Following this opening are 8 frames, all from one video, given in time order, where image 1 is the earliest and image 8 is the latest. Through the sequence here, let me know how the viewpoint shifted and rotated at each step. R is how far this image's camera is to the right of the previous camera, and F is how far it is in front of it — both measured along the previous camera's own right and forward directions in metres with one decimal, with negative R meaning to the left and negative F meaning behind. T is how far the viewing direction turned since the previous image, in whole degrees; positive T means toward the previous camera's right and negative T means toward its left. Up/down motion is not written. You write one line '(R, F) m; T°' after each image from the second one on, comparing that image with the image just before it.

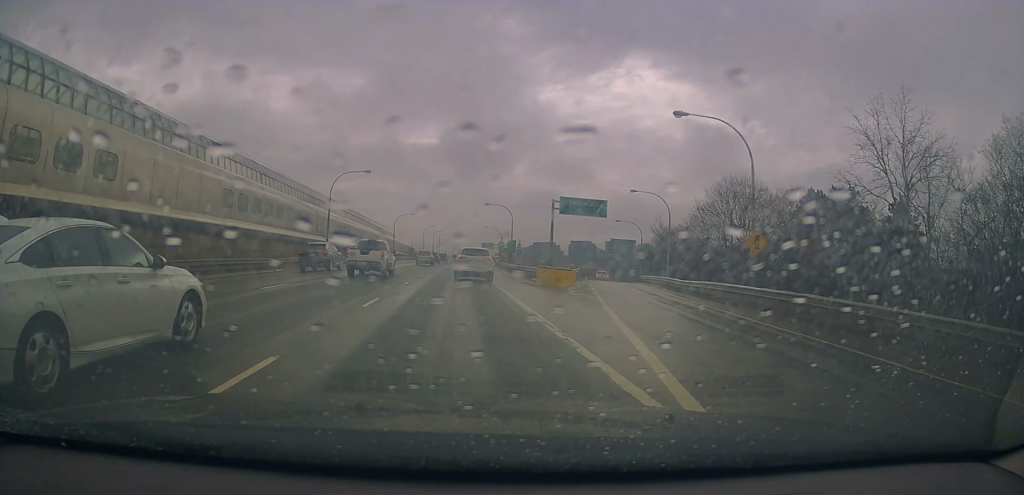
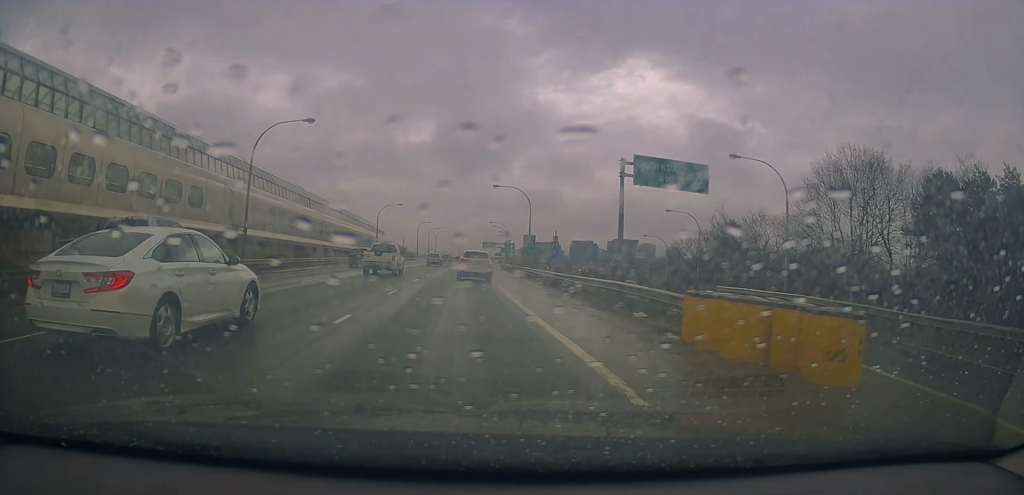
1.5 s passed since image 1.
(-0.4, +21.5) m; -1°
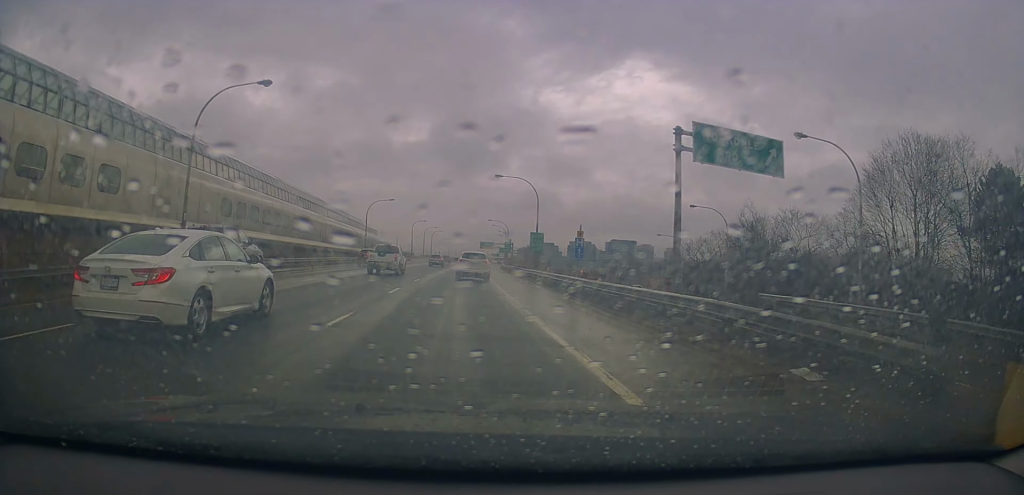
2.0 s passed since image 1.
(0.0, +7.4) m; 0°
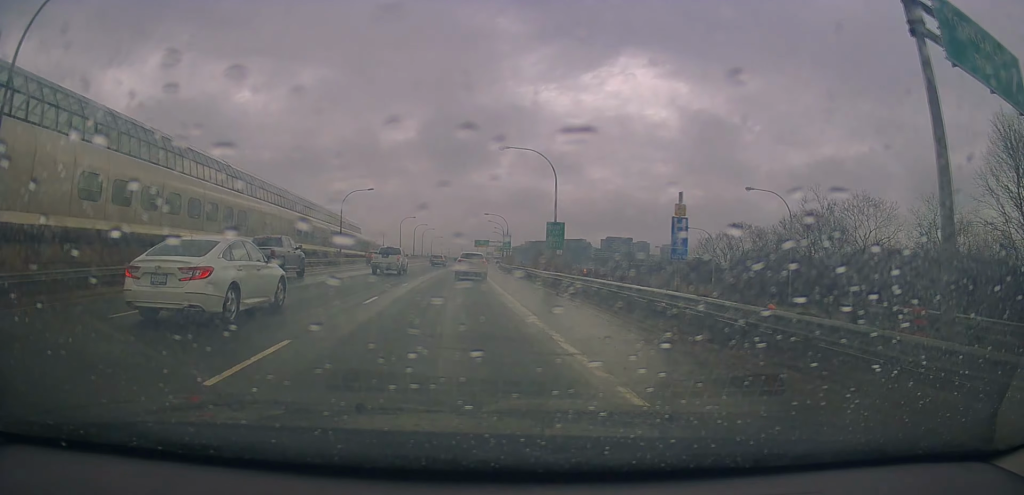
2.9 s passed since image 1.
(0.0, +12.4) m; +1°
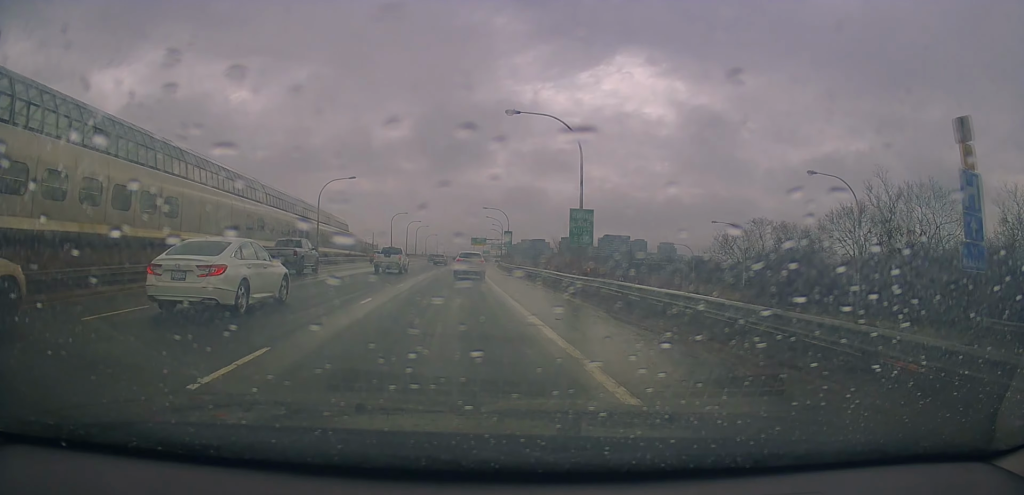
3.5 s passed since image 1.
(0.0, +9.1) m; +1°
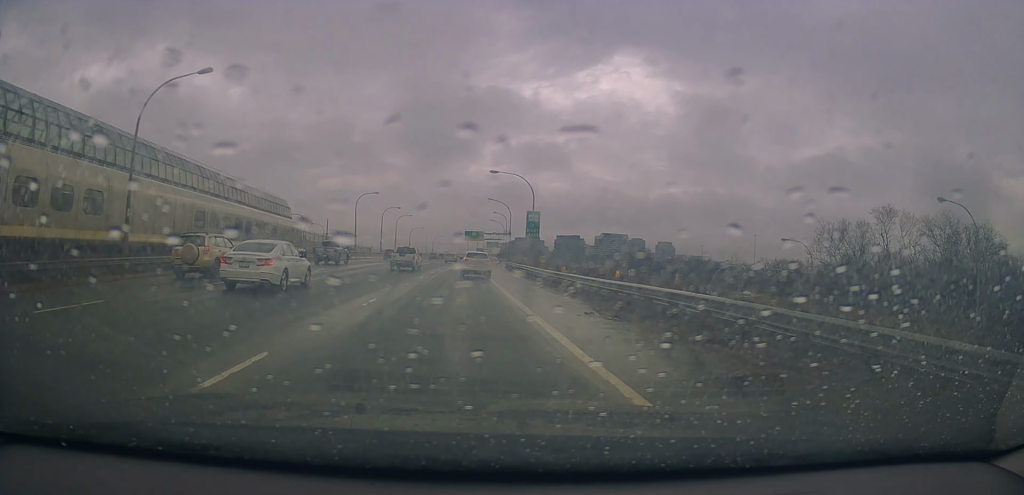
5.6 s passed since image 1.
(+0.3, +33.1) m; 0°
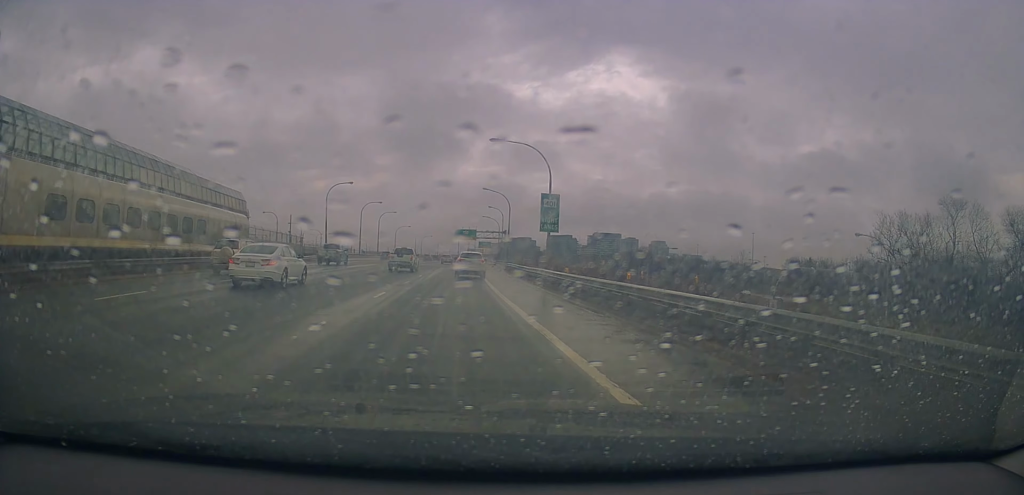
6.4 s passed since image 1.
(+0.1, +13.6) m; 0°
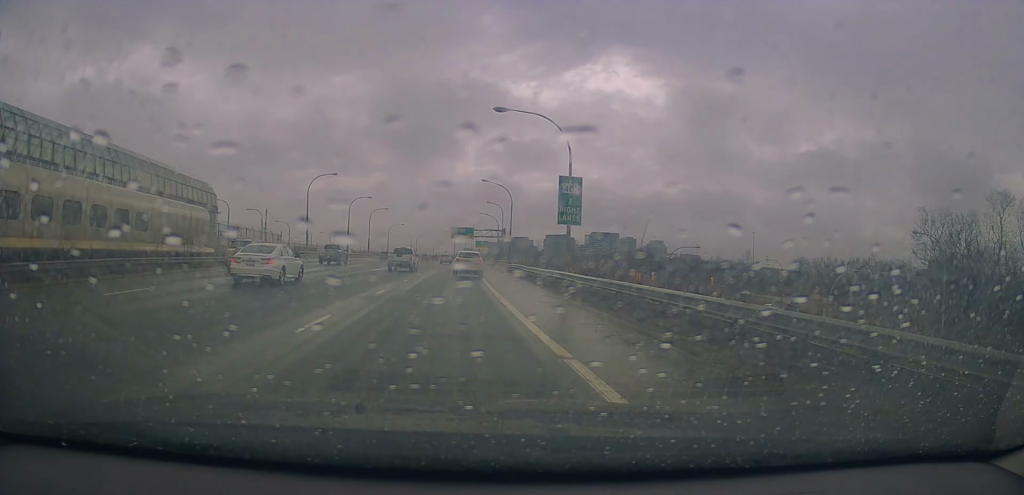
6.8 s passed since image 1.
(0.0, +7.4) m; +1°
